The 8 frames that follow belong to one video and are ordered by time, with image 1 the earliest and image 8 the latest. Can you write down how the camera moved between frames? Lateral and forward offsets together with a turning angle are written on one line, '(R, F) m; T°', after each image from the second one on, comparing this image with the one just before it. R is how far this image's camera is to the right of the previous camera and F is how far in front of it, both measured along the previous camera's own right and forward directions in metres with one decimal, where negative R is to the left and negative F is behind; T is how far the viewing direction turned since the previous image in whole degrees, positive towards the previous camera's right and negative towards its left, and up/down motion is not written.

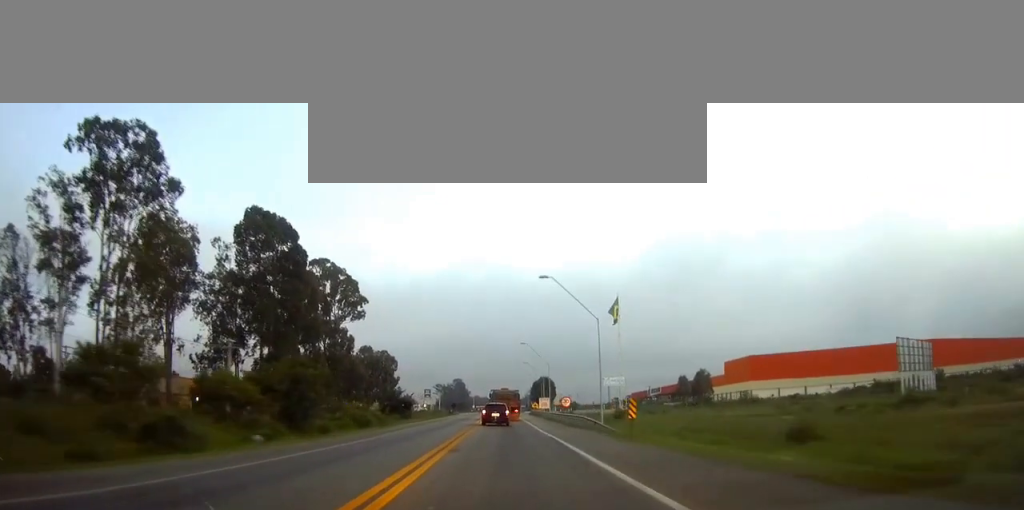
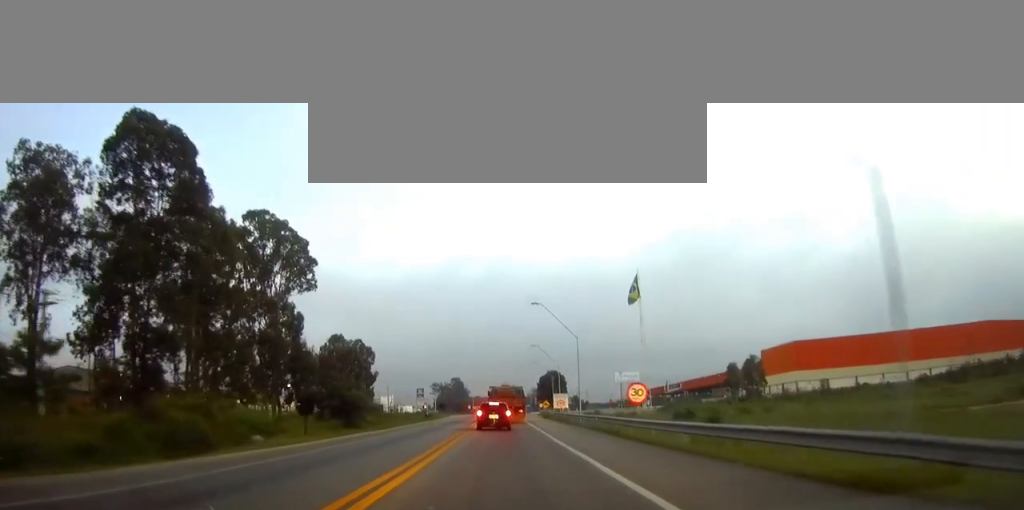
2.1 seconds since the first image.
(+0.1, +34.2) m; 0°
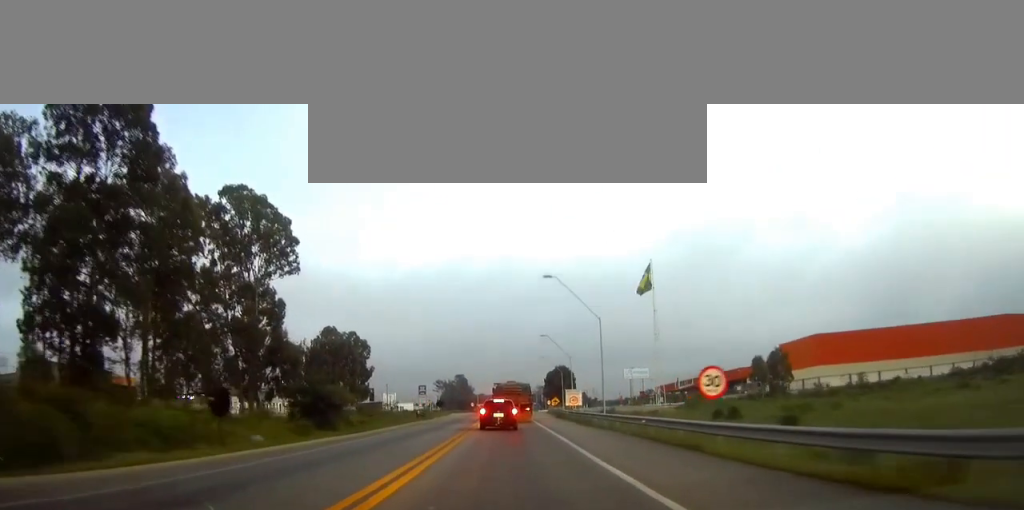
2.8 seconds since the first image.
(0.0, +10.1) m; 0°
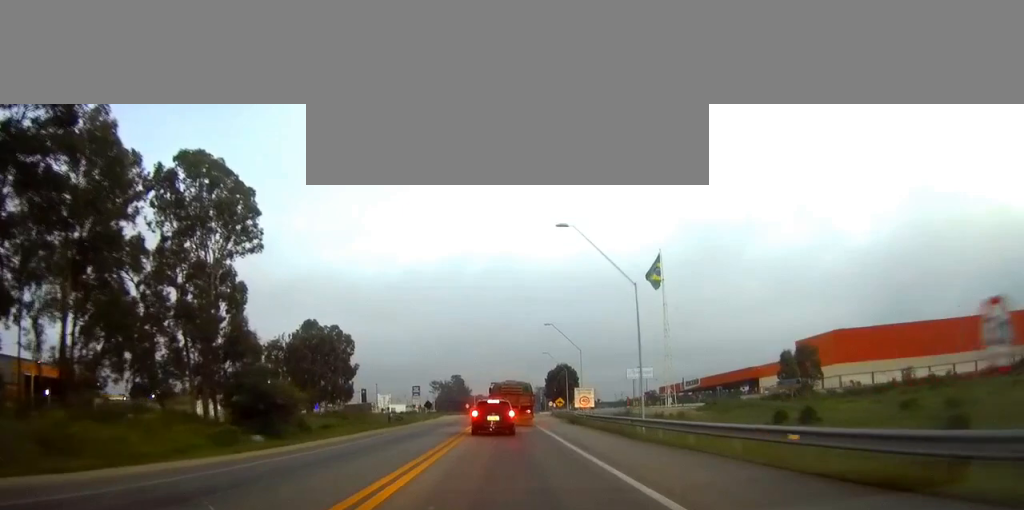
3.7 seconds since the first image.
(0.0, +13.5) m; 0°
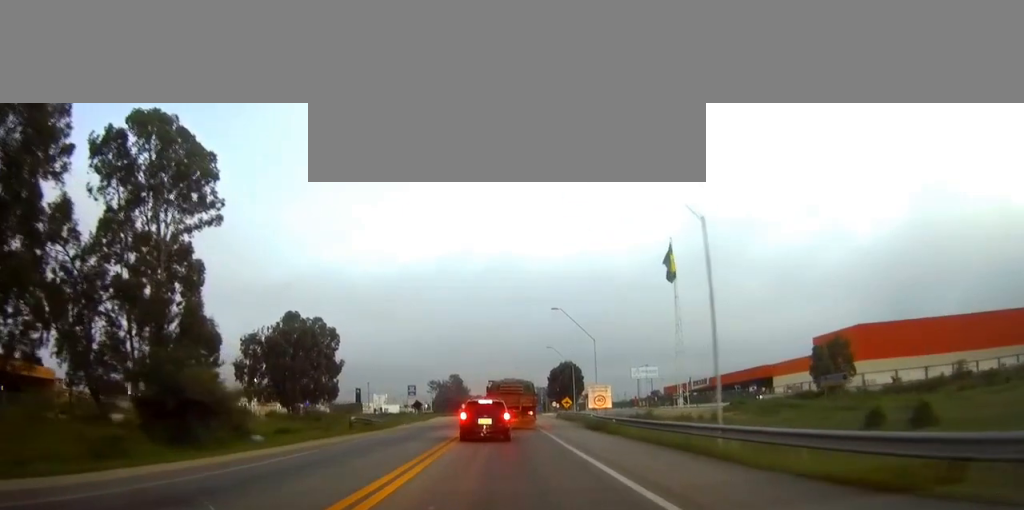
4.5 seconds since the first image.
(+0.1, +11.4) m; 0°
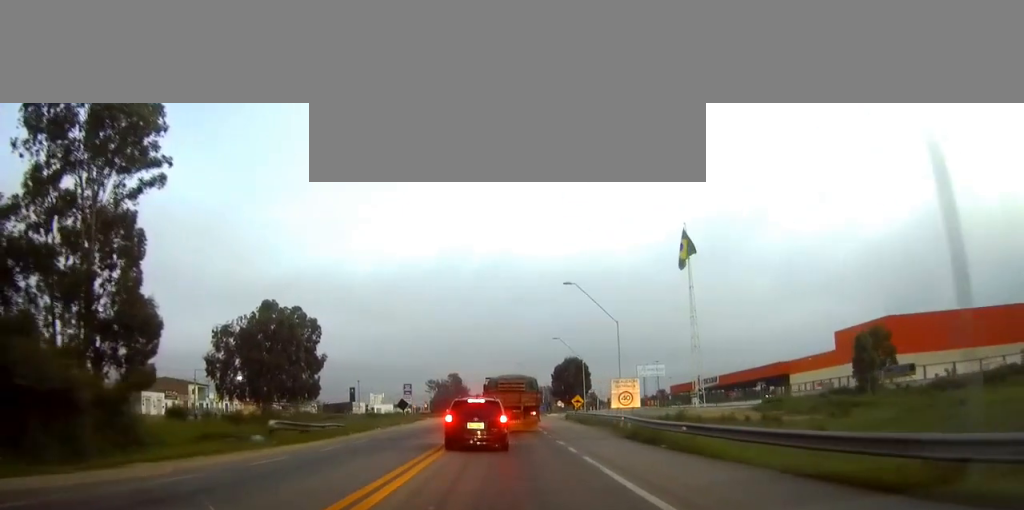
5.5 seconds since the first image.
(0.0, +11.9) m; 0°
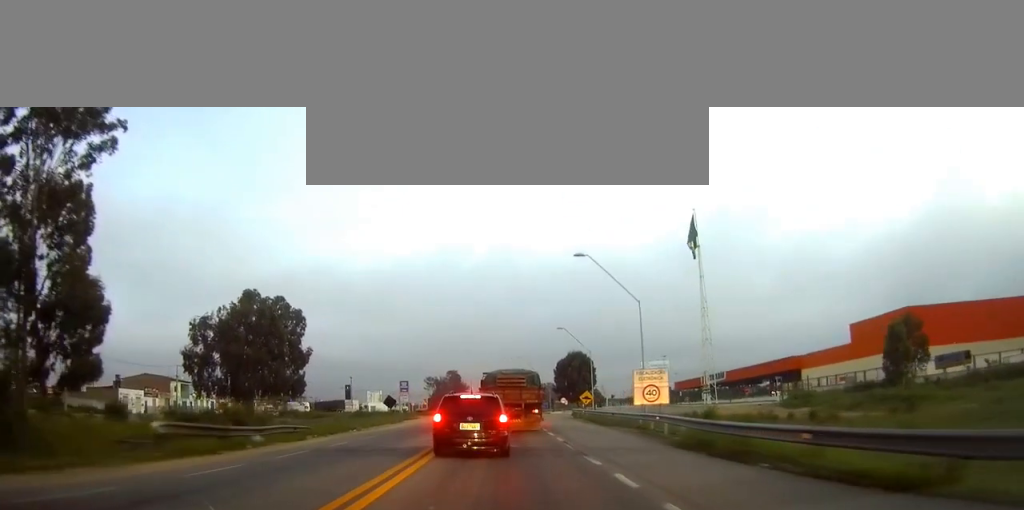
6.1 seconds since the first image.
(-0.1, +7.4) m; 0°
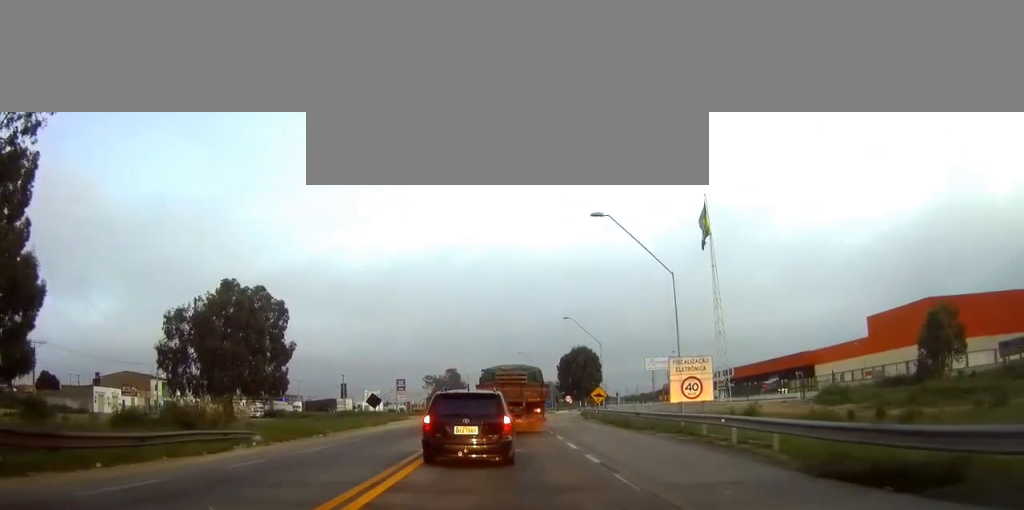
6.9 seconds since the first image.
(0.0, +7.7) m; 0°
